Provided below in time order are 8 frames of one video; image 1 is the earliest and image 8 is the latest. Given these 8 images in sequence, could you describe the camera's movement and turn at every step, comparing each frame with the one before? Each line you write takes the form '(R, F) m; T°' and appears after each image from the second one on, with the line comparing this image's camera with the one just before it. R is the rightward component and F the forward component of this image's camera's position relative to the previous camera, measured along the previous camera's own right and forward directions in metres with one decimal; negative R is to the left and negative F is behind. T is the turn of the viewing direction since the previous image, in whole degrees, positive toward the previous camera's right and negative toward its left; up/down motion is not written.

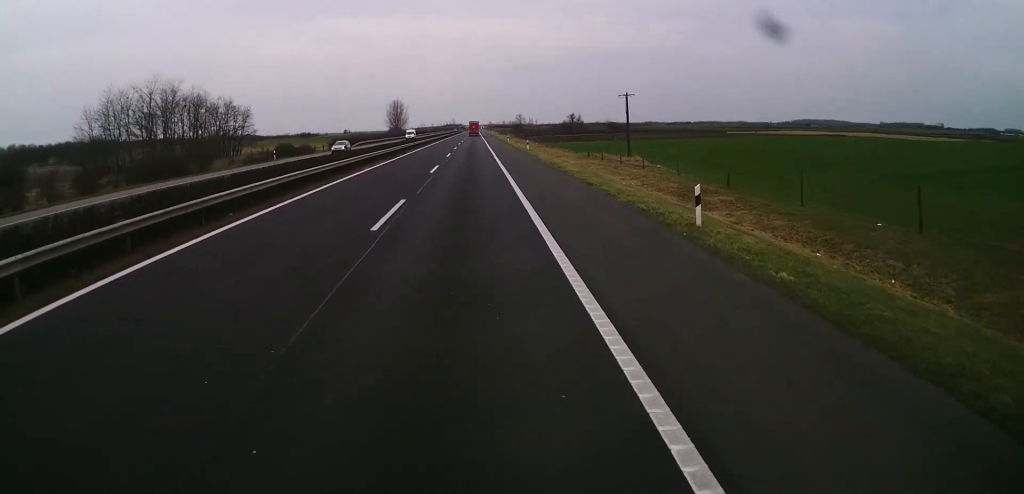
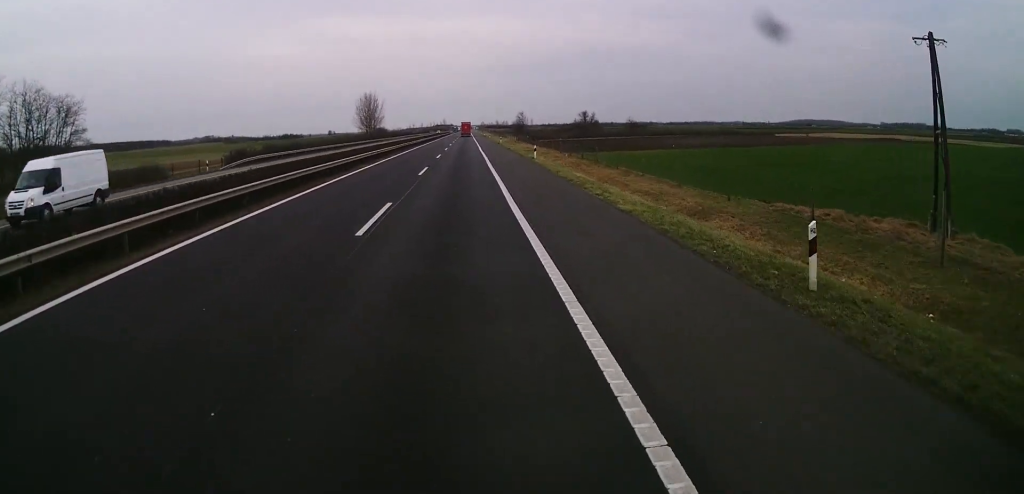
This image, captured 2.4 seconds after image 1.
(+0.2, +55.5) m; 0°
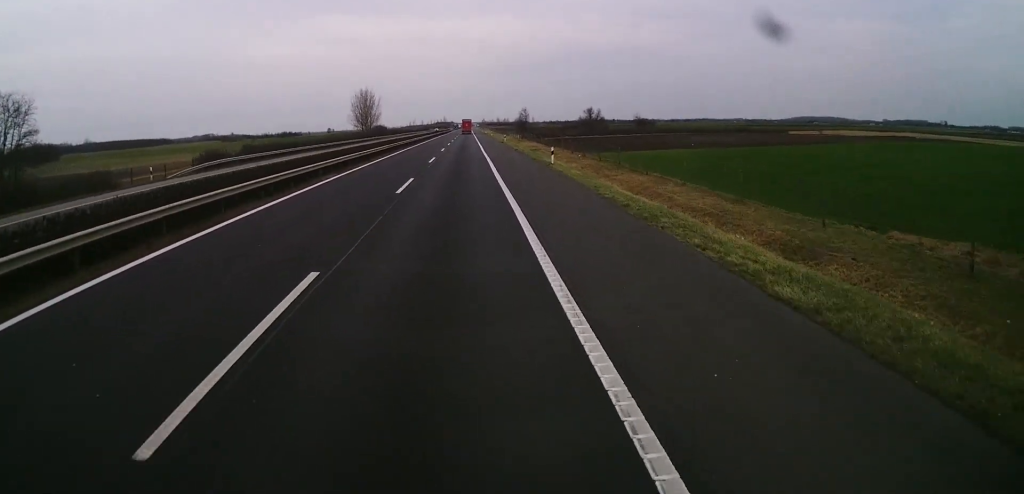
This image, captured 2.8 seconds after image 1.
(0.0, +10.0) m; 0°
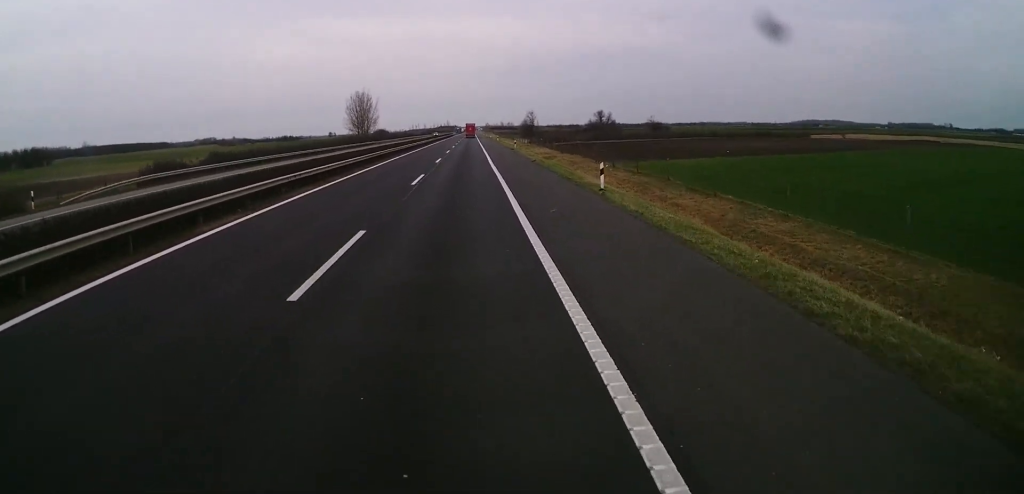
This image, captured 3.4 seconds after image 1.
(-0.1, +13.9) m; 0°
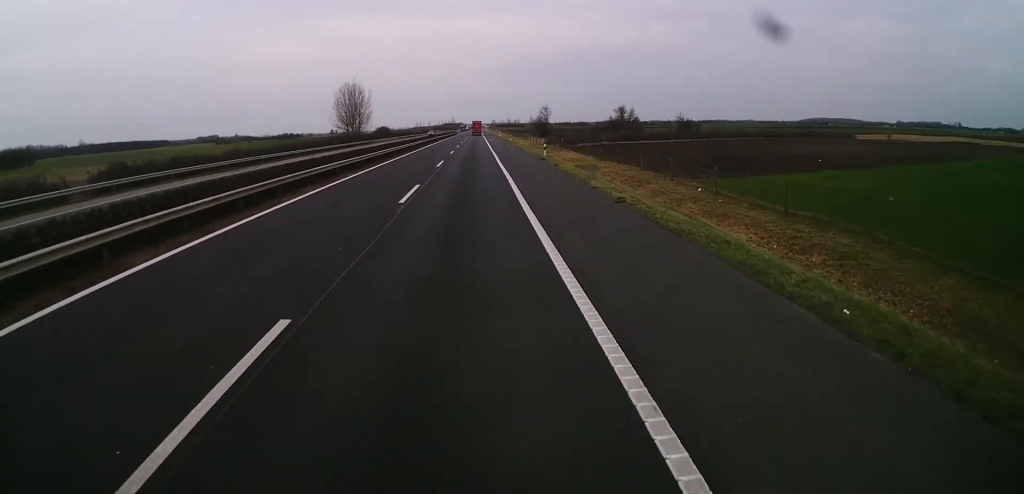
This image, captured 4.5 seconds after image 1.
(+0.1, +25.3) m; +1°
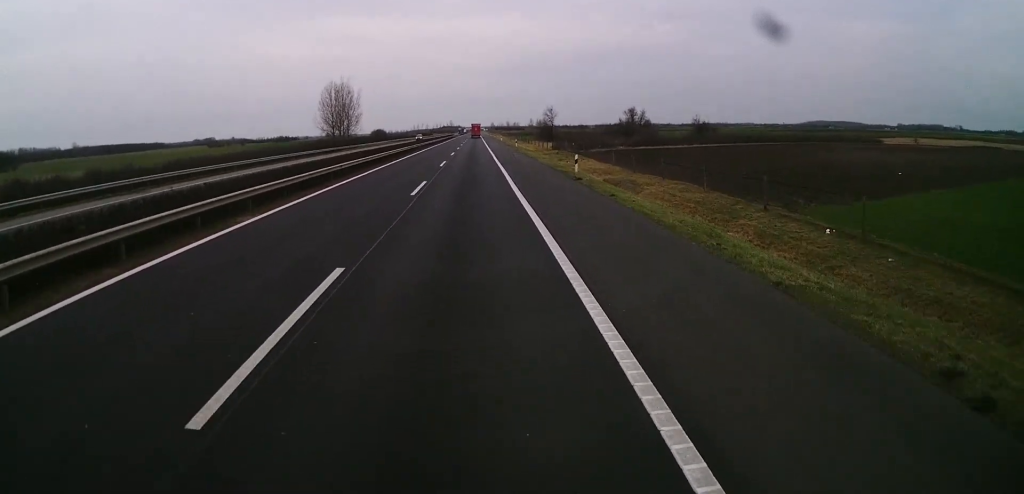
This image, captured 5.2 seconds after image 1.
(+0.1, +15.4) m; 0°
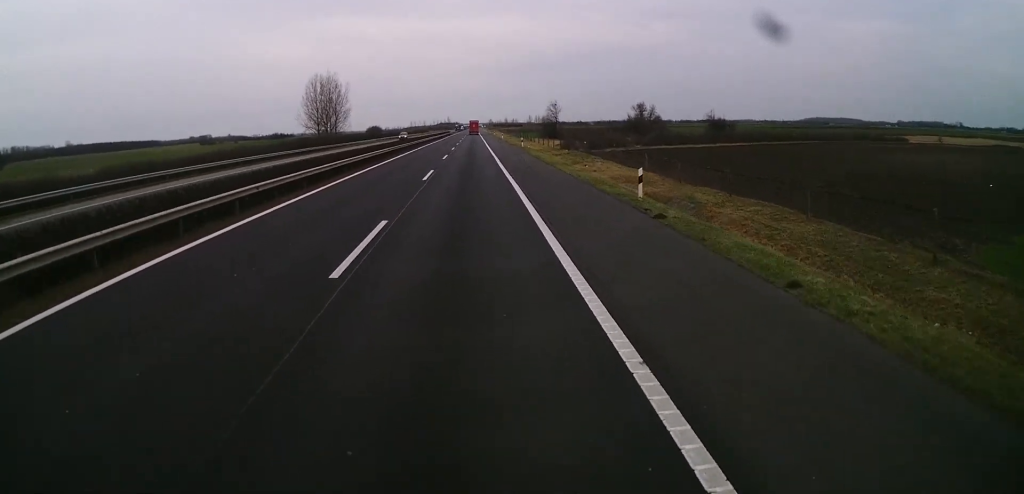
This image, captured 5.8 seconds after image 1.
(+0.1, +13.1) m; 0°
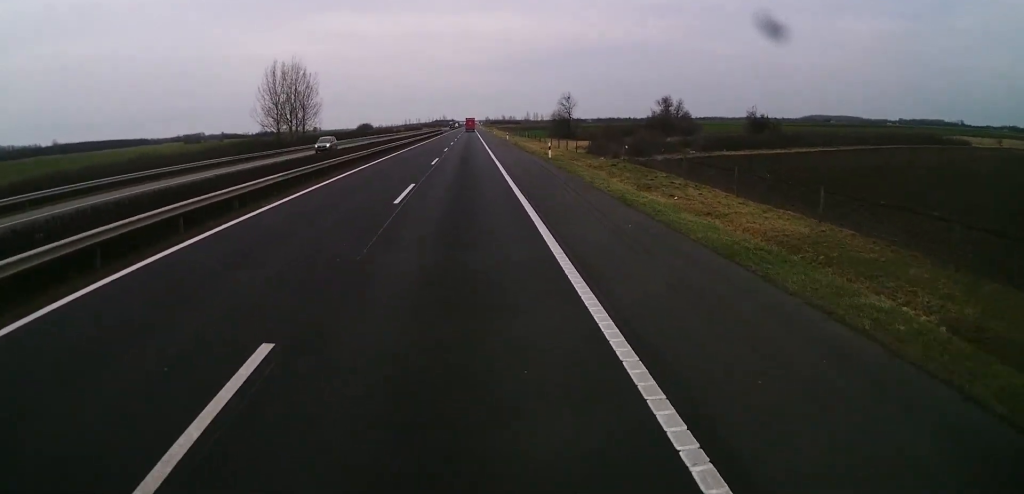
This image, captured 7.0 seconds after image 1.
(-0.2, +27.7) m; -2°
